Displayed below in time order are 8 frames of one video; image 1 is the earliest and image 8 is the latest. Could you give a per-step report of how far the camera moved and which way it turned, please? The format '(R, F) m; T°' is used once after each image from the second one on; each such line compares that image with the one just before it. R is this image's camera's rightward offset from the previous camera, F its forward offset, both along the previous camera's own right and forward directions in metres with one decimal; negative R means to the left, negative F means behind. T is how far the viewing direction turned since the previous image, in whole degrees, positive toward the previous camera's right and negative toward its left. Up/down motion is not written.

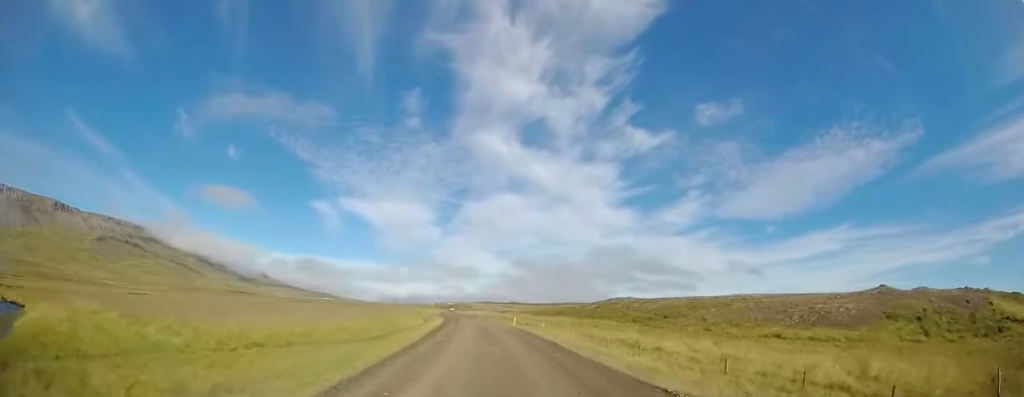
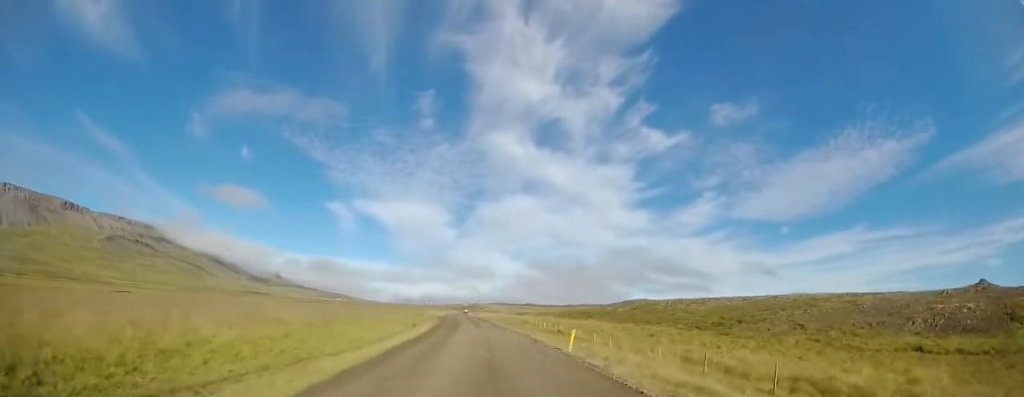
(-0.3, +19.7) m; -2°
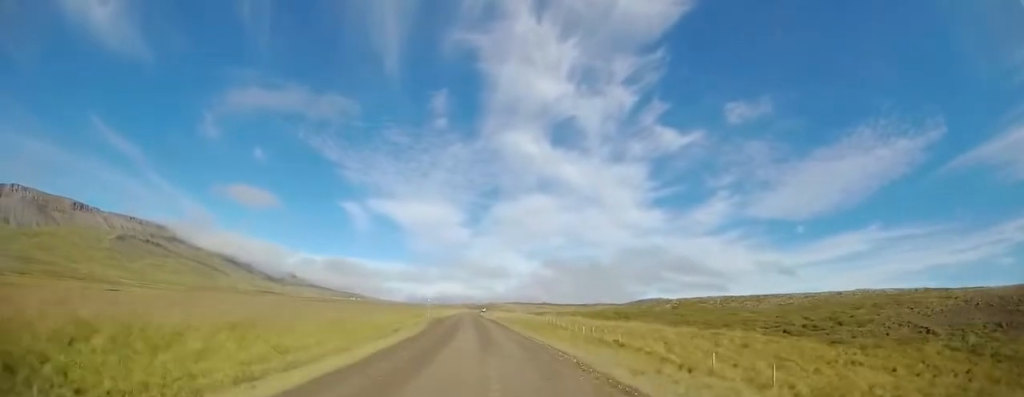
(-0.5, +16.6) m; -1°
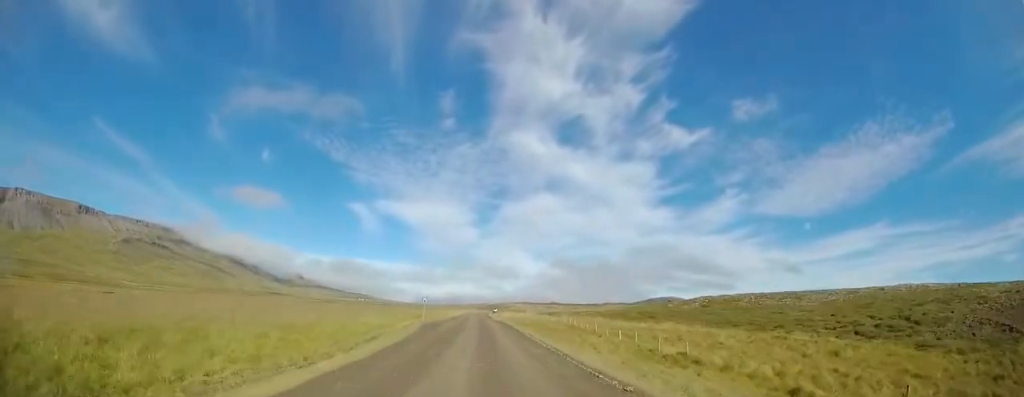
(+0.1, +9.3) m; 0°
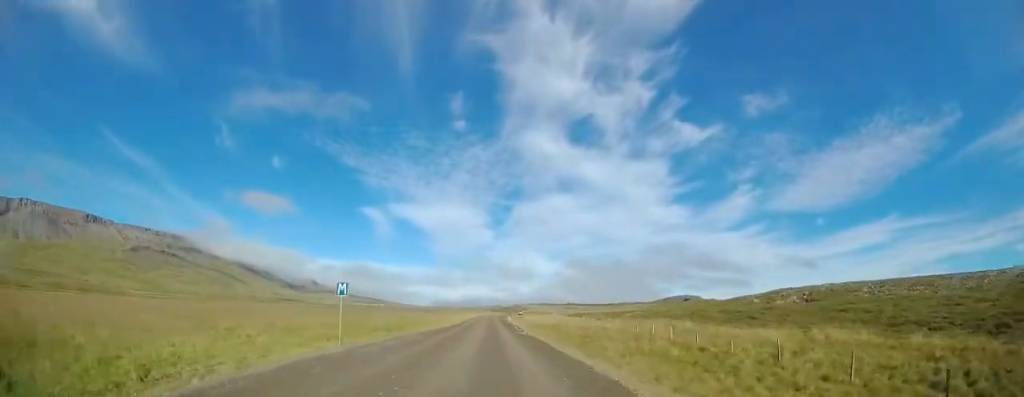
(-0.3, +26.0) m; -4°
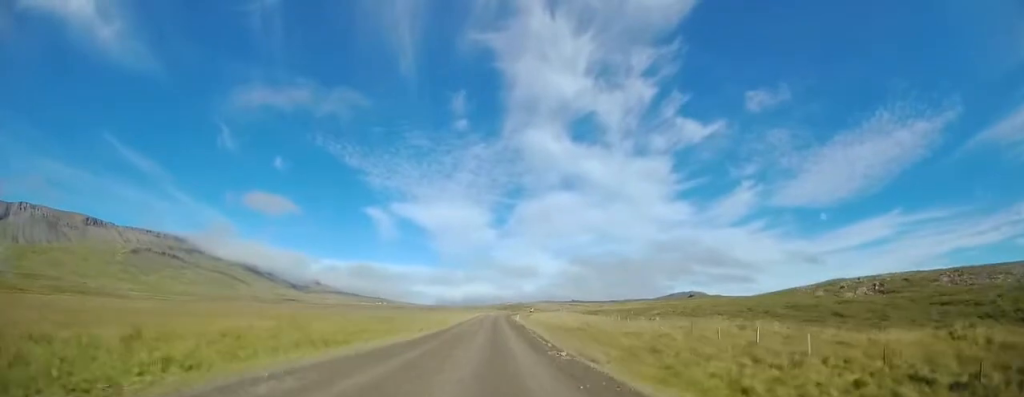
(-0.5, +13.7) m; -1°
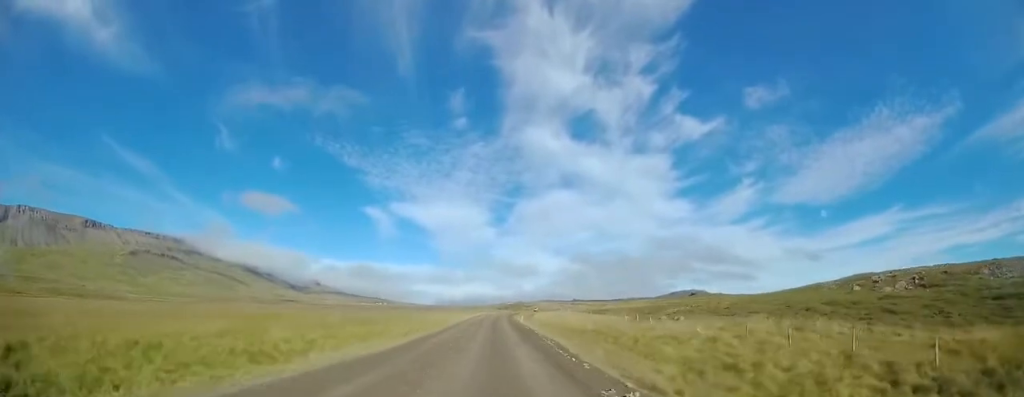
(0.0, +6.8) m; 0°
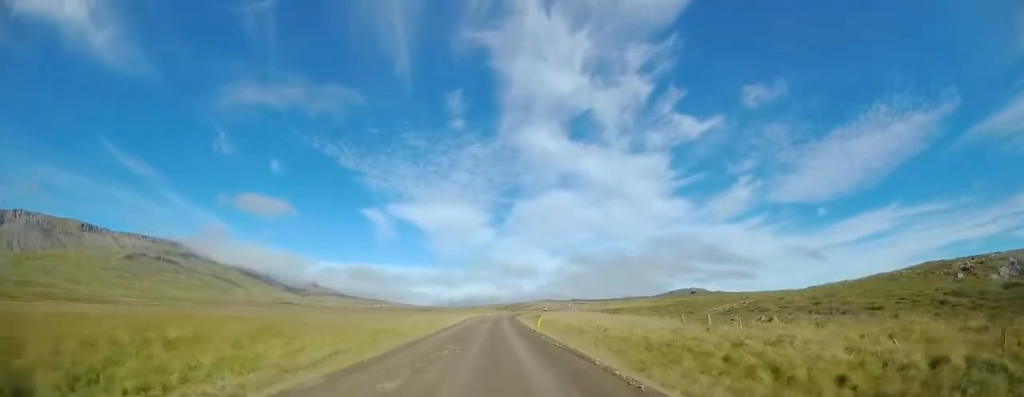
(0.0, +15.3) m; 0°
